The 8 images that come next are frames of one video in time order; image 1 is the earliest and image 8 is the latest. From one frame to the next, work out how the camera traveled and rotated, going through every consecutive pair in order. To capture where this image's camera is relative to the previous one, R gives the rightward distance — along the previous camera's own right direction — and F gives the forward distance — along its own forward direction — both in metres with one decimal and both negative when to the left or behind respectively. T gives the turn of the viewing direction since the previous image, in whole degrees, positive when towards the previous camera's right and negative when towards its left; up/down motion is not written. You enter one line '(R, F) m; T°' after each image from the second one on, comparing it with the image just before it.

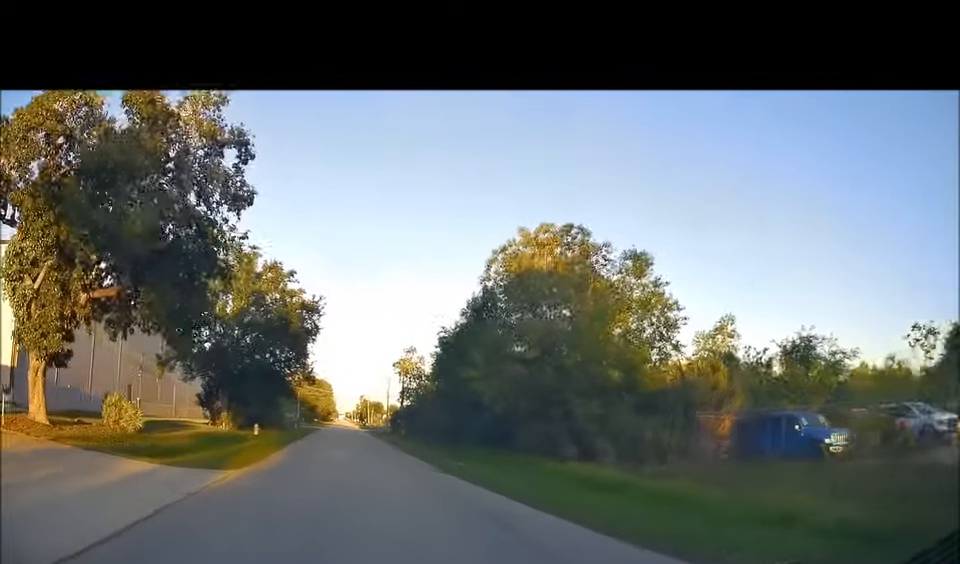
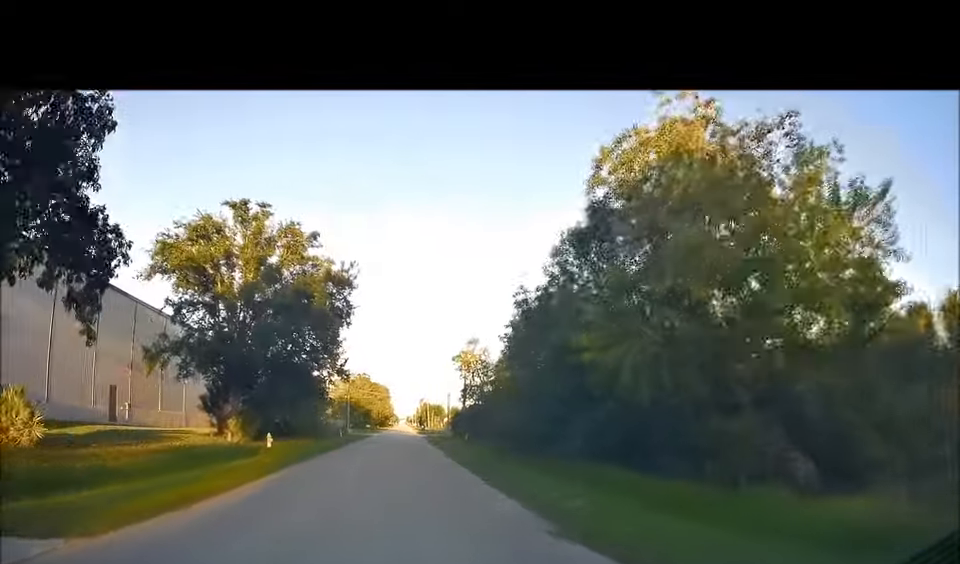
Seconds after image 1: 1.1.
(-0.7, +8.8) m; -9°
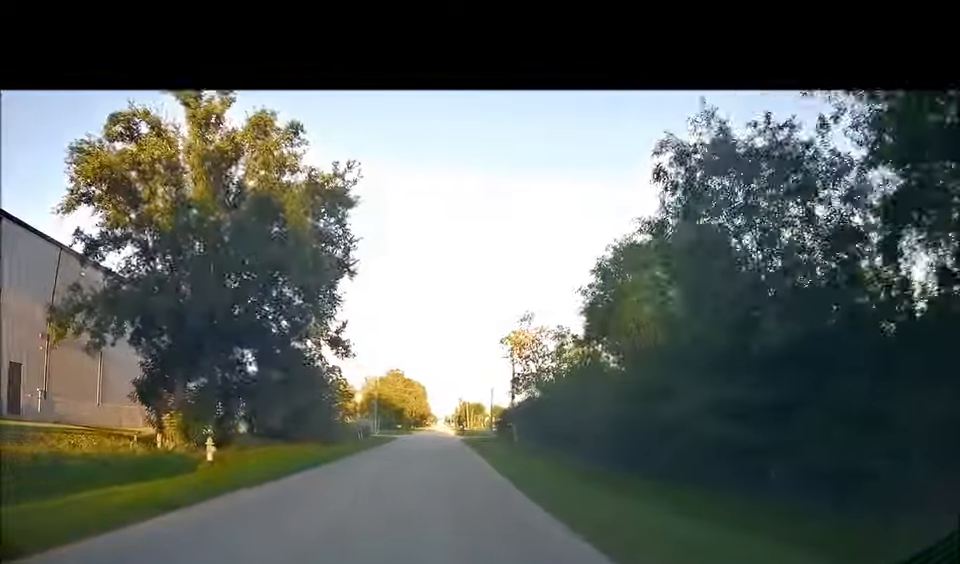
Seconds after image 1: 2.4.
(-0.8, +10.9) m; -4°
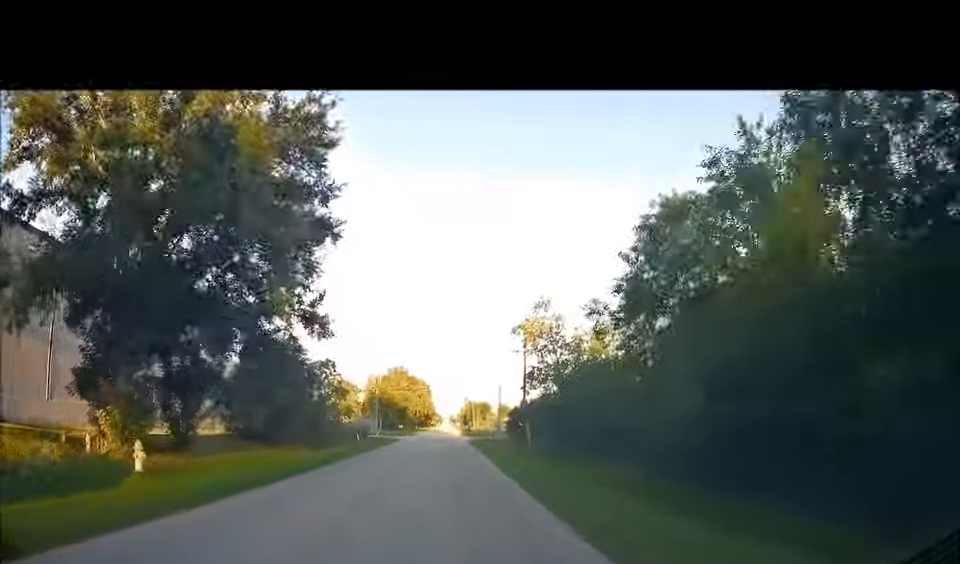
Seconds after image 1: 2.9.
(0.0, +4.9) m; 0°
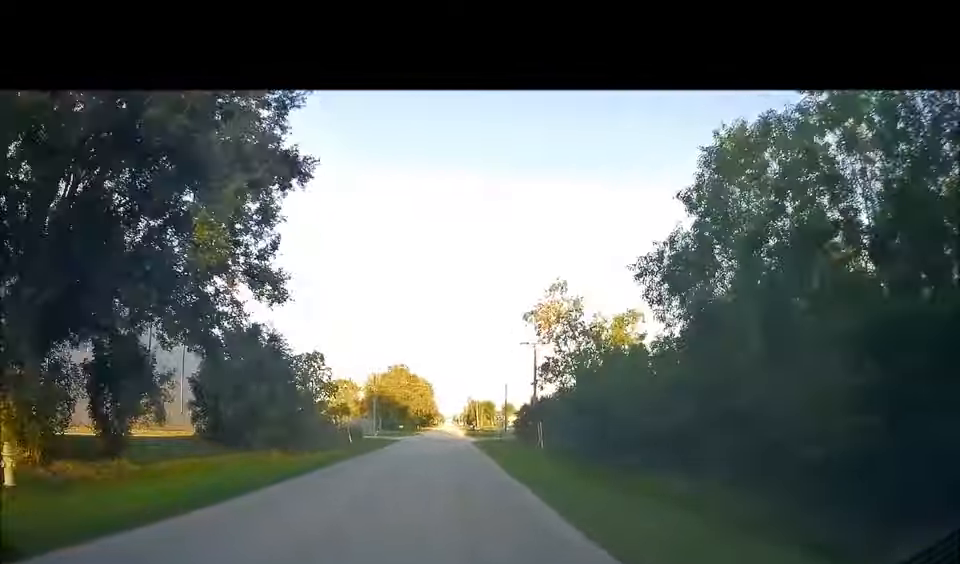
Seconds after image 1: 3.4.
(0.0, +5.4) m; 0°
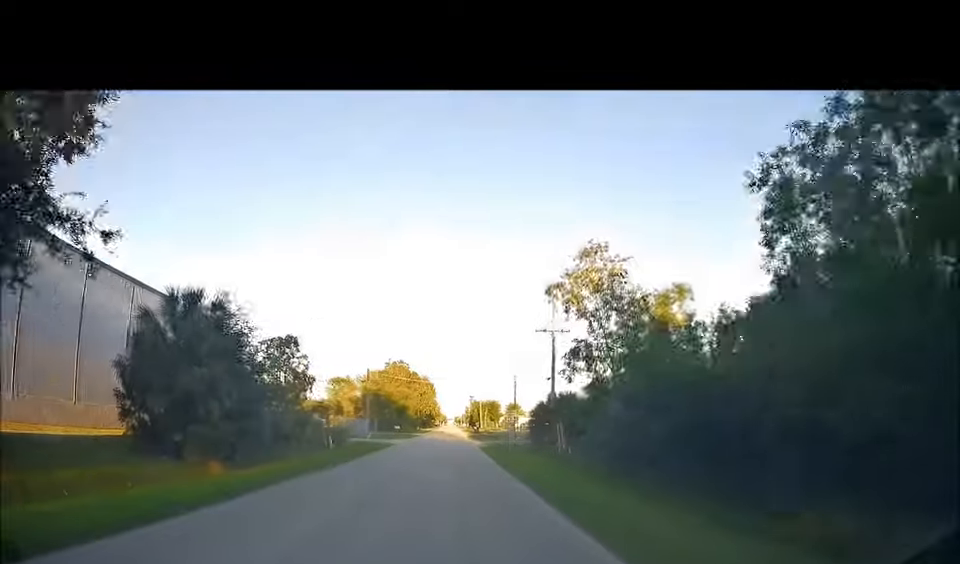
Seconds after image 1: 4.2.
(0.0, +8.1) m; 0°
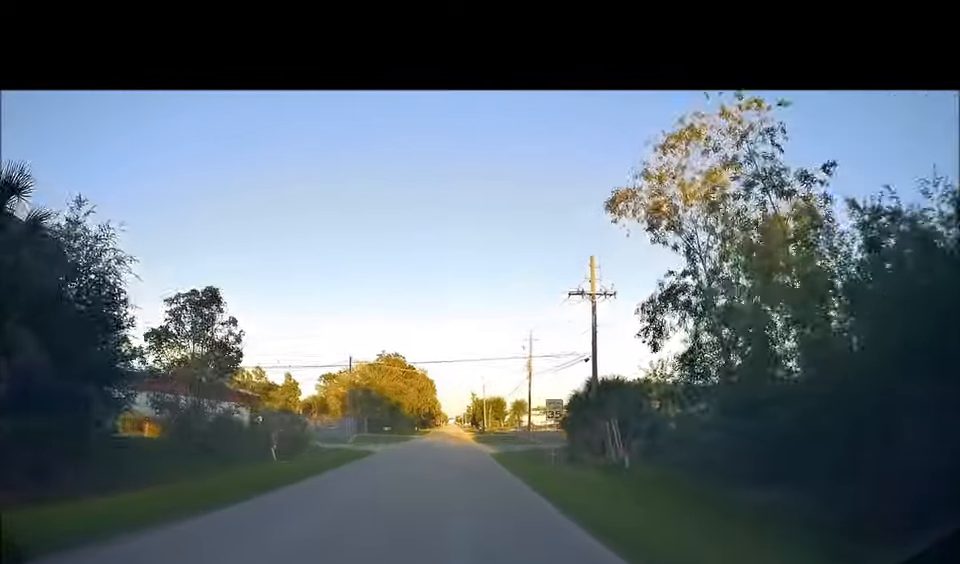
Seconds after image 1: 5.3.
(0.0, +12.6) m; -1°
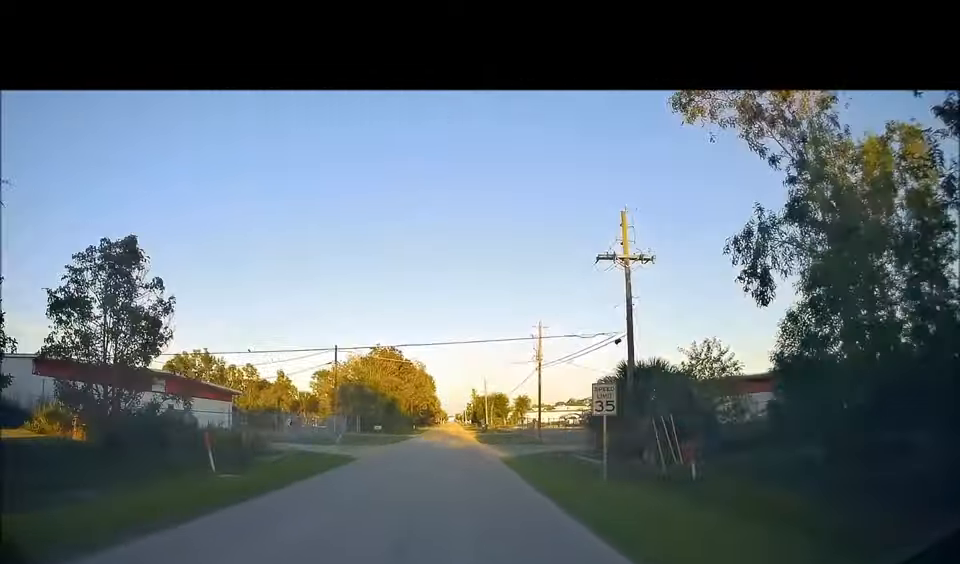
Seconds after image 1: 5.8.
(+0.1, +6.7) m; -2°
